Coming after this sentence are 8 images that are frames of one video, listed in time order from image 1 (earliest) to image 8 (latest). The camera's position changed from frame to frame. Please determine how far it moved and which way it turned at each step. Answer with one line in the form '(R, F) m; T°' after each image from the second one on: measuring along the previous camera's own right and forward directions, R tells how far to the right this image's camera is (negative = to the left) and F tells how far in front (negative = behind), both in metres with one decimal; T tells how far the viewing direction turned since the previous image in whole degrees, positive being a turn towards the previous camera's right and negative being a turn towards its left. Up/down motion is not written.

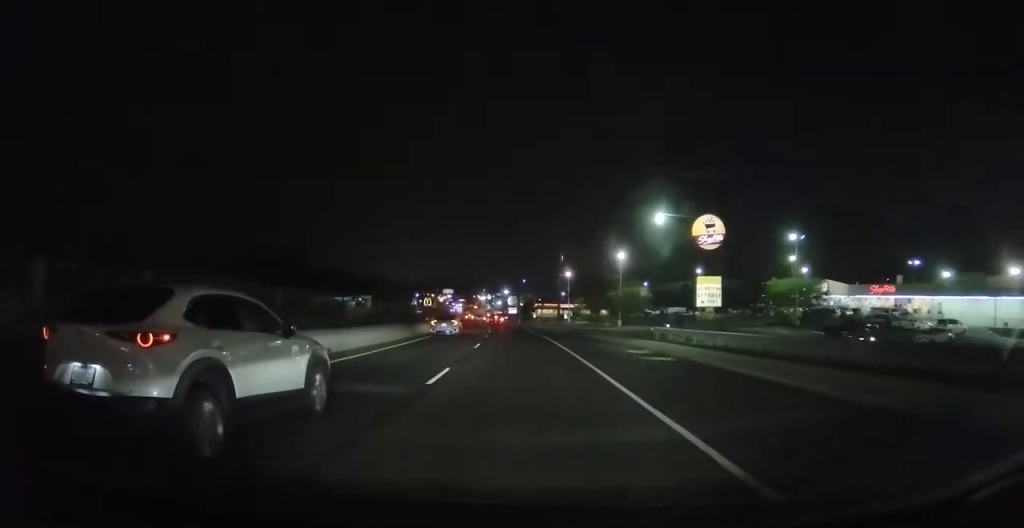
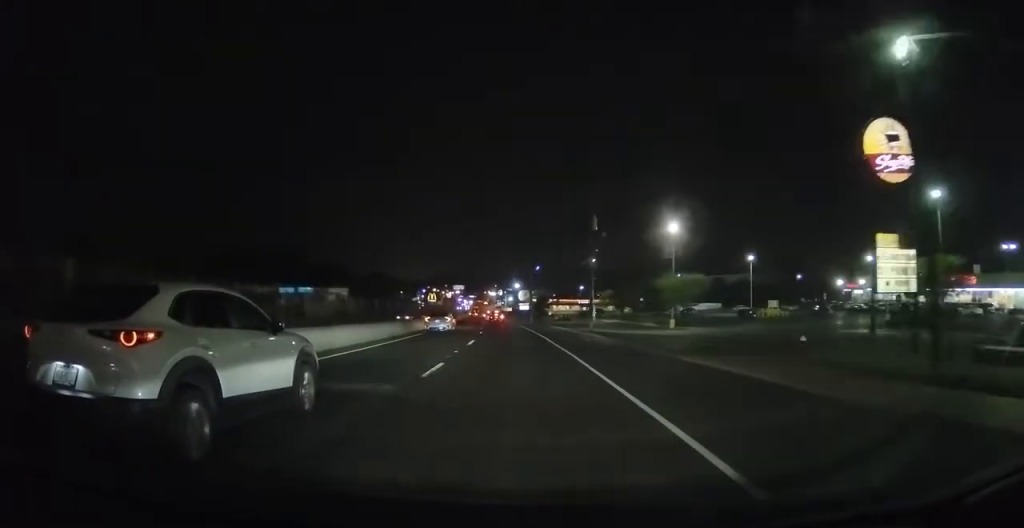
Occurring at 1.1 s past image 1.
(-0.8, +23.7) m; -2°
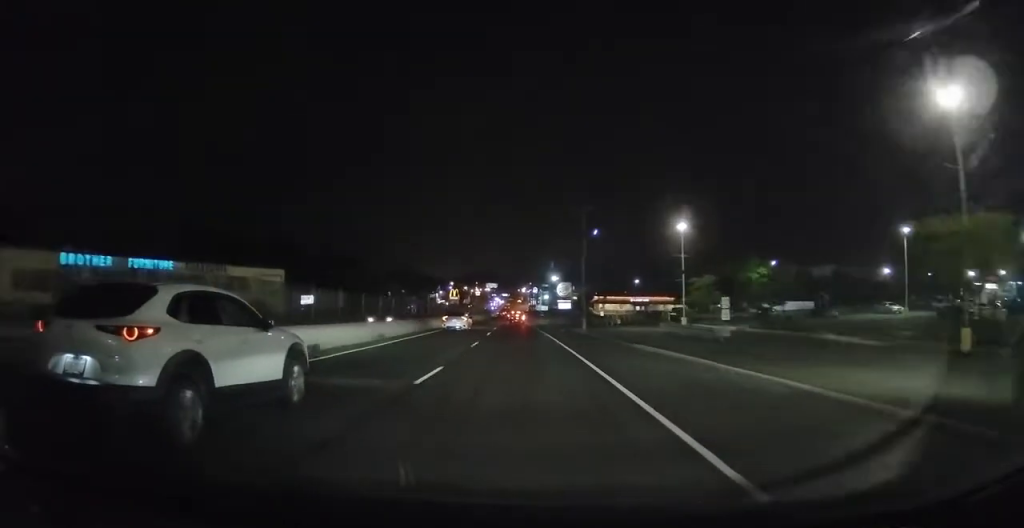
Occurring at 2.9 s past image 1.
(0.0, +38.0) m; -3°
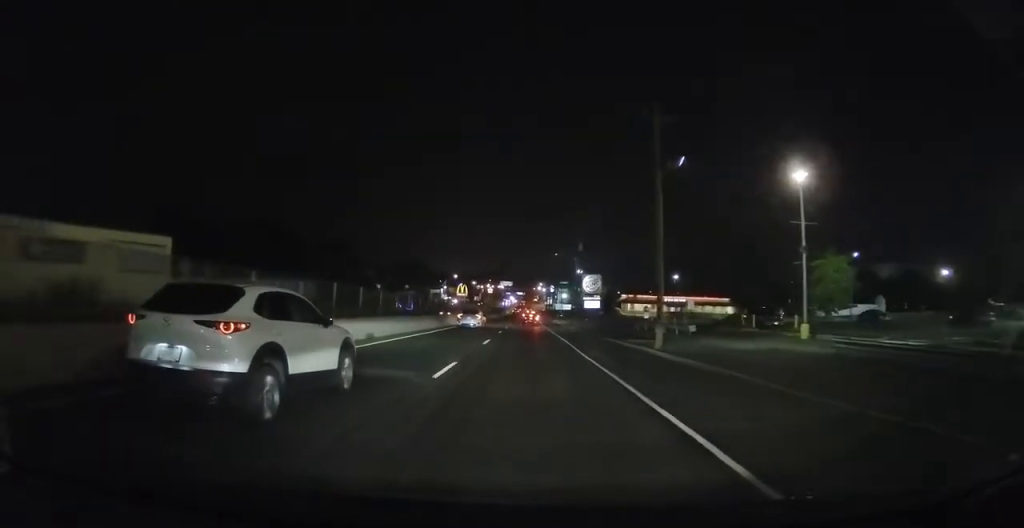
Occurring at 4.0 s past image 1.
(-1.2, +23.4) m; -3°
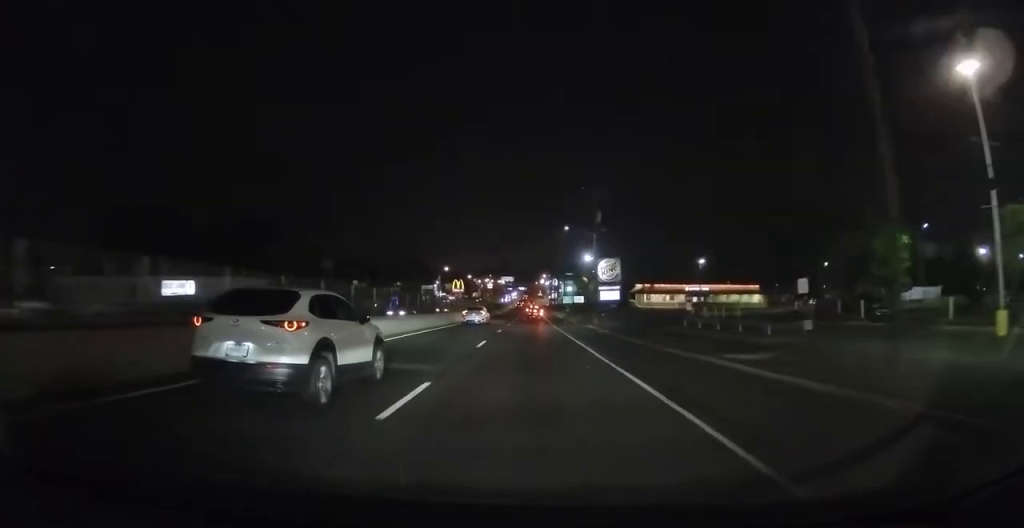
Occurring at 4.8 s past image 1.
(0.0, +16.9) m; 0°
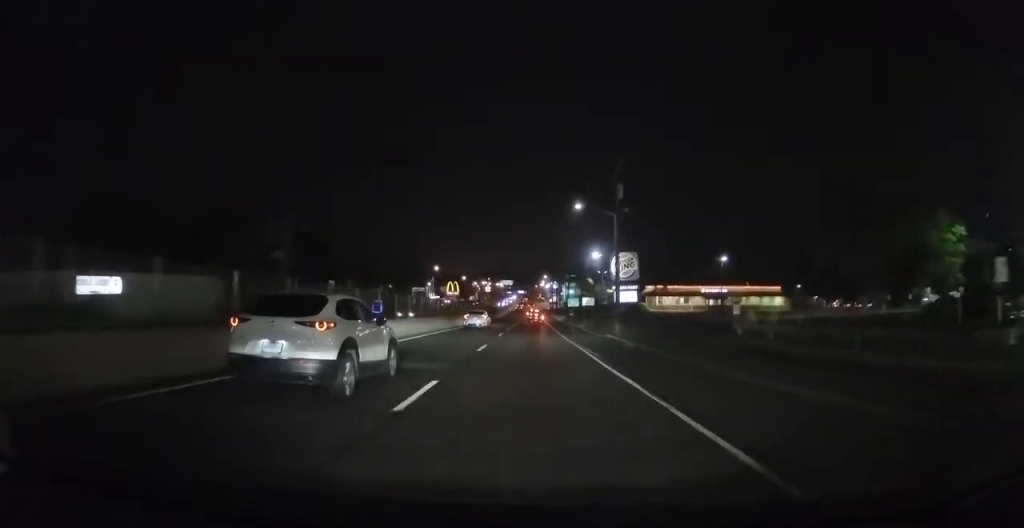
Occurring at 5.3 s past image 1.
(0.0, +11.9) m; 0°
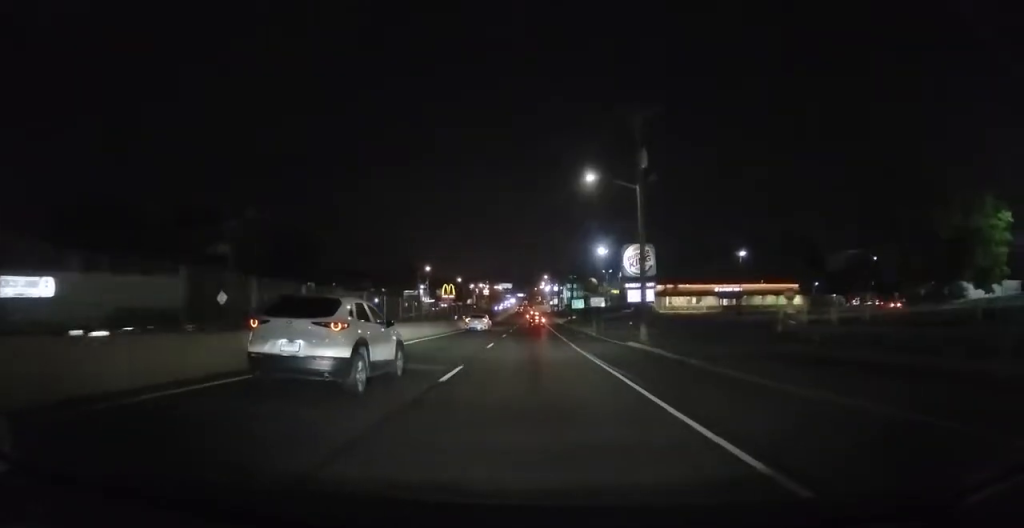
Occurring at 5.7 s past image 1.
(-0.1, +8.3) m; 0°
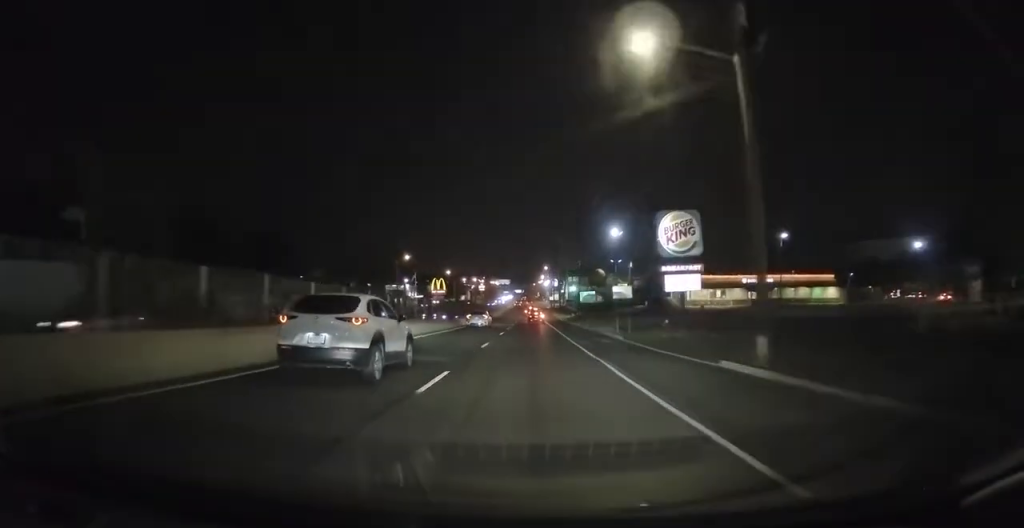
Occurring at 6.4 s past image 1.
(+0.1, +14.5) m; +1°
